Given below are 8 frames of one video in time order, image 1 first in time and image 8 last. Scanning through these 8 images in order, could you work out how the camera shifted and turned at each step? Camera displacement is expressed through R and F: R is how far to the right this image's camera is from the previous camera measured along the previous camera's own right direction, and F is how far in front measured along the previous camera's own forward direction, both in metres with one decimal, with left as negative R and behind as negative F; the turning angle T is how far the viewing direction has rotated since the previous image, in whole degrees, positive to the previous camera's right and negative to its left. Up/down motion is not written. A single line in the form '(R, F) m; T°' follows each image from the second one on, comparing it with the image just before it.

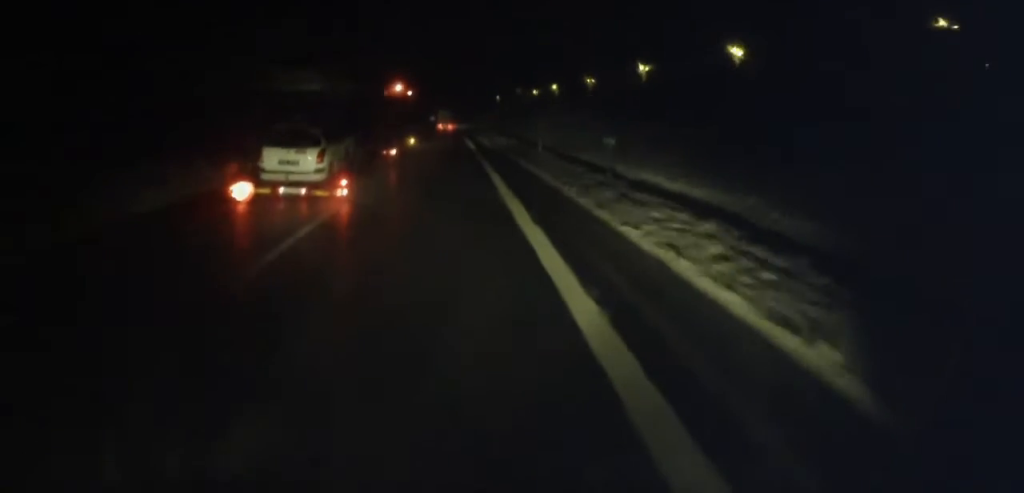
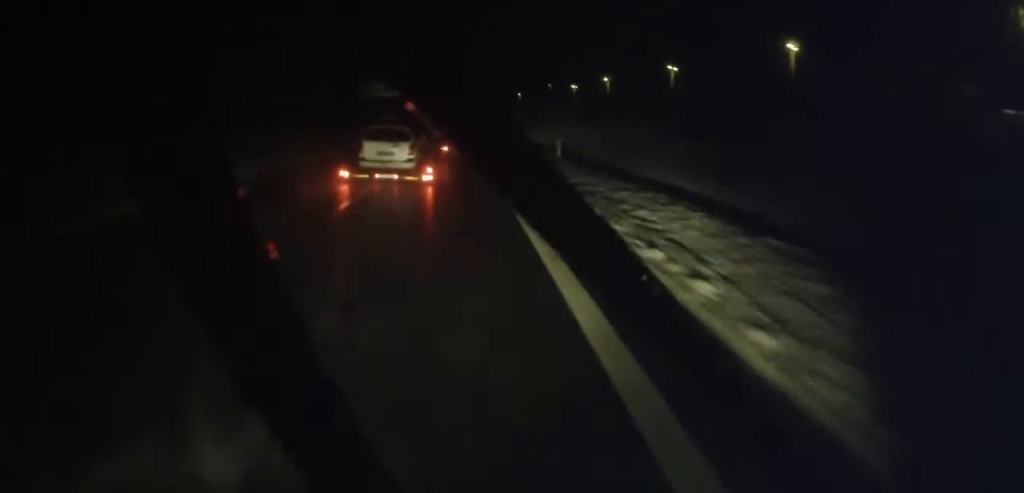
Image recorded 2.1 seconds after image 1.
(-1.1, +49.0) m; -3°
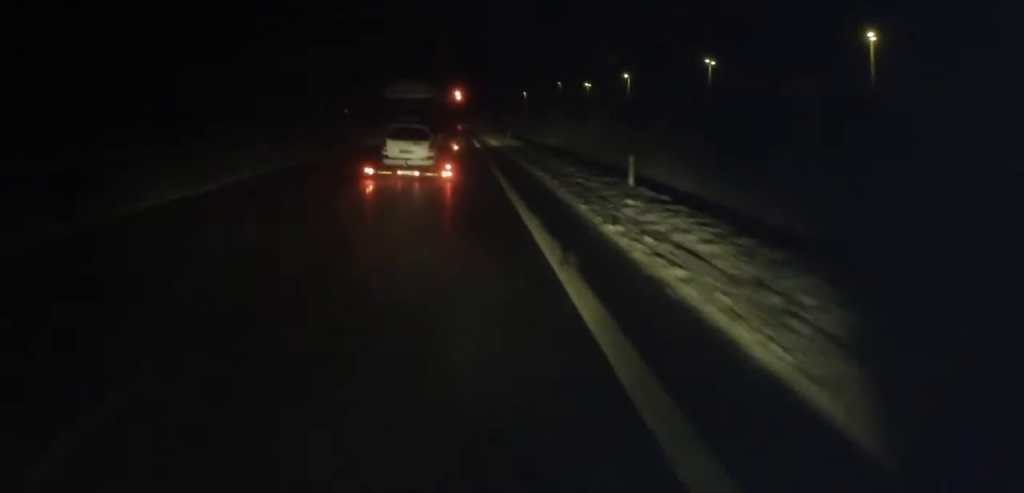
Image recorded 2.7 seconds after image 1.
(0.0, +14.2) m; 0°
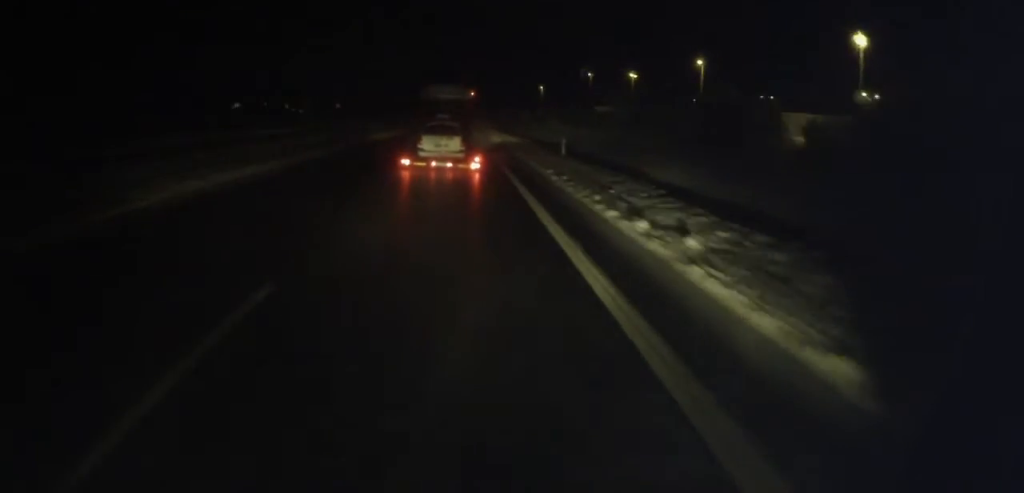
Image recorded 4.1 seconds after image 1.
(+0.1, +33.1) m; 0°
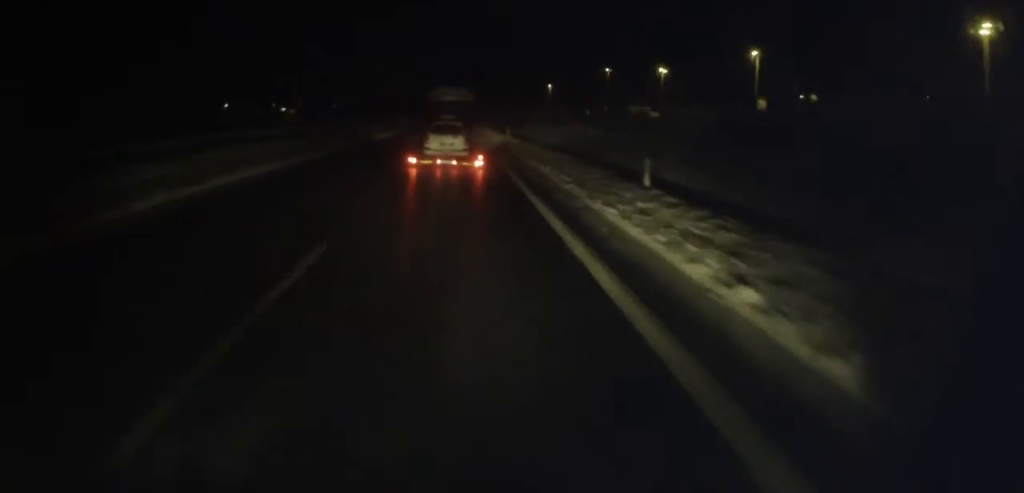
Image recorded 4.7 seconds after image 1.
(0.0, +15.6) m; -1°
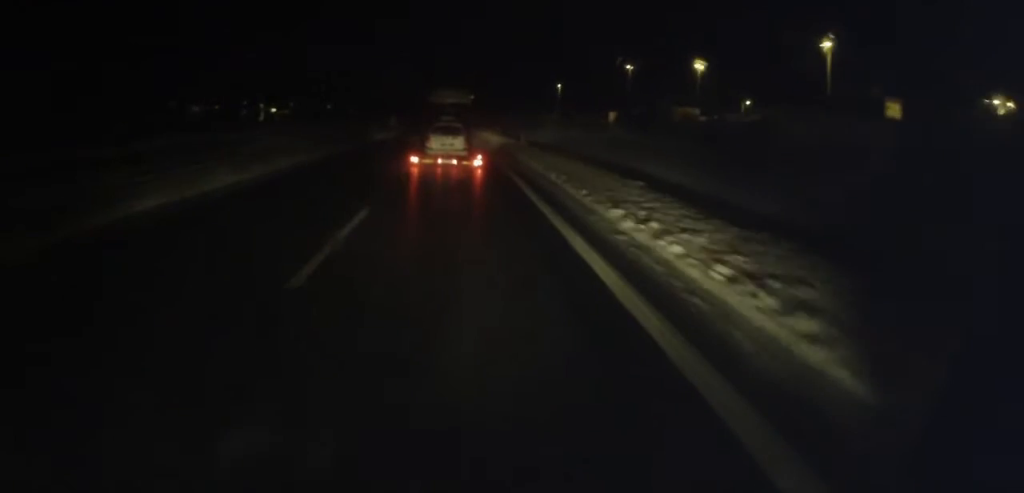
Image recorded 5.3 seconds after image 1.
(-0.1, +14.0) m; -1°
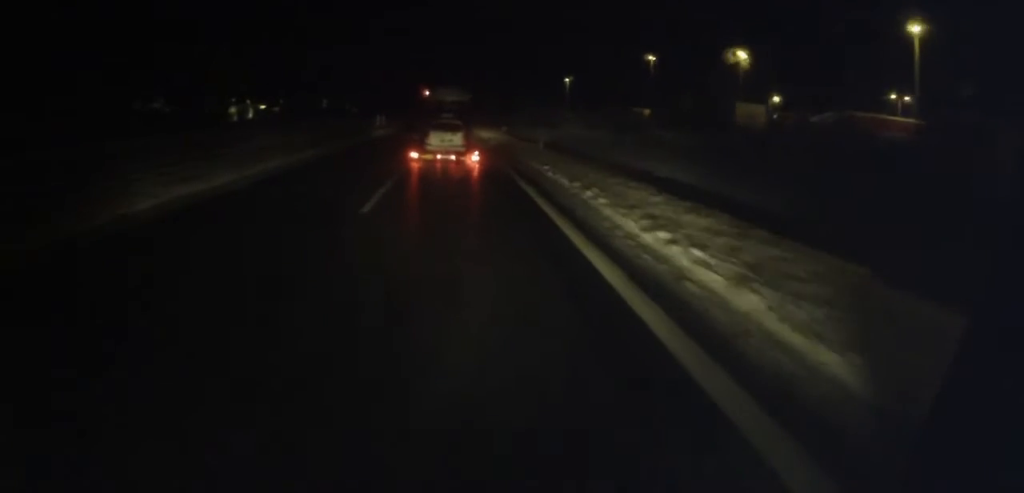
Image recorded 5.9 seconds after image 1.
(-0.3, +12.4) m; 0°
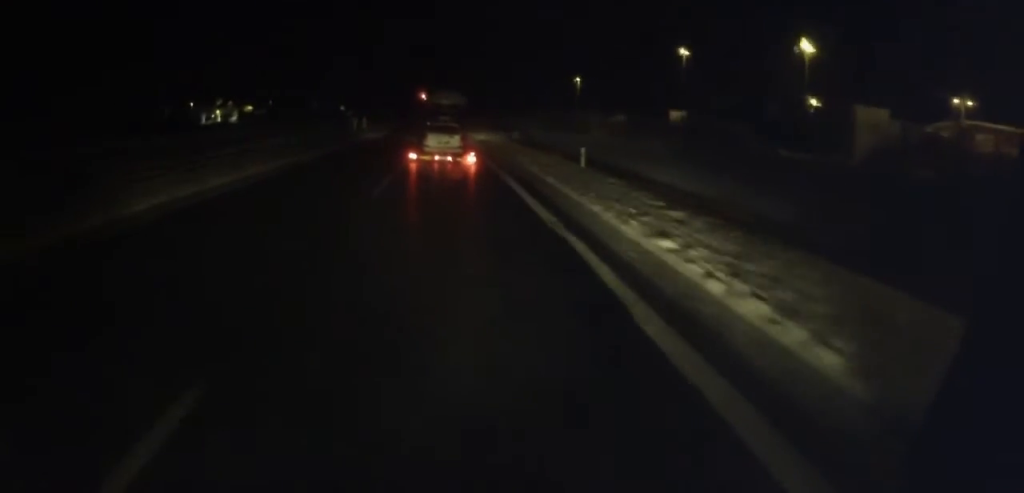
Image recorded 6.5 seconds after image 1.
(+0.1, +14.1) m; +1°
